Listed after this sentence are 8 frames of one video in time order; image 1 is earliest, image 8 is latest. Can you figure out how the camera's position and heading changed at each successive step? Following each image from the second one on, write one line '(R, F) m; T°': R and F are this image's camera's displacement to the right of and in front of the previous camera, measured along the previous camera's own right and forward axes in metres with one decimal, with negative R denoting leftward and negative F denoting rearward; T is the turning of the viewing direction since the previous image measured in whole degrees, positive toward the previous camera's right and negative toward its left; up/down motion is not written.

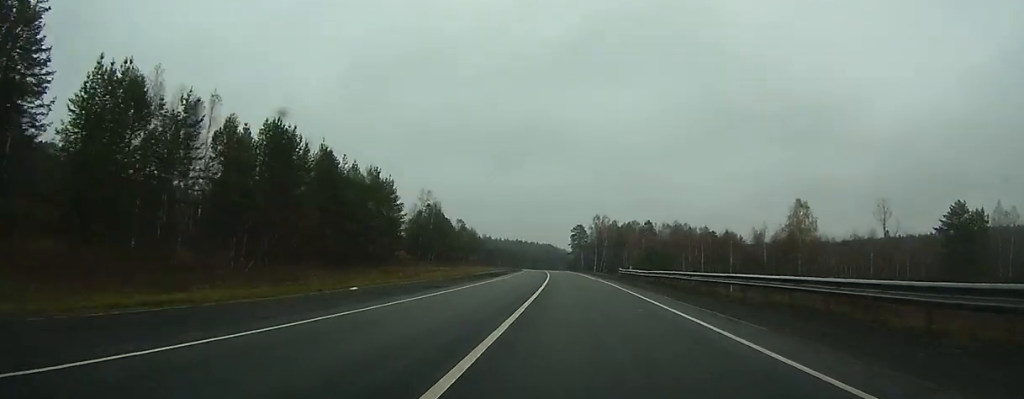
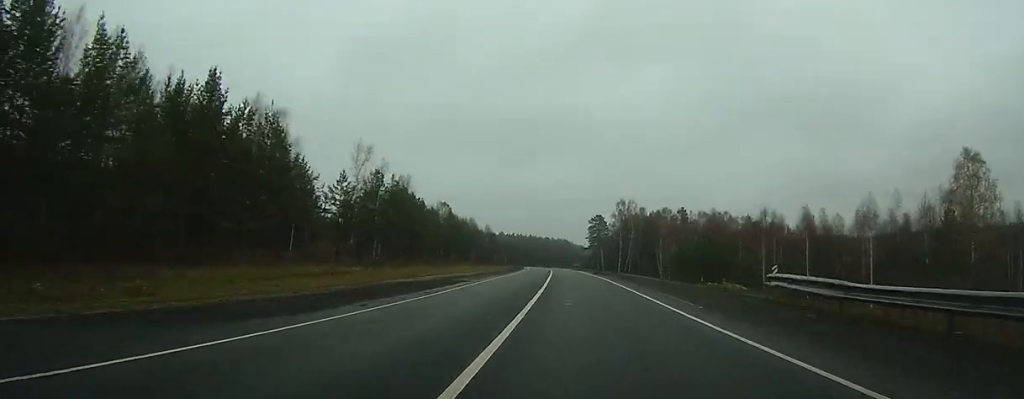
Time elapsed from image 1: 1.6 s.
(-0.7, +39.9) m; -2°
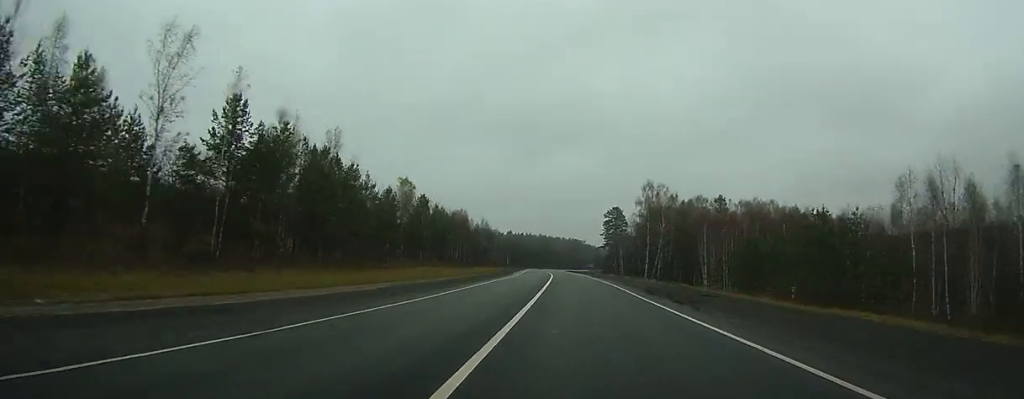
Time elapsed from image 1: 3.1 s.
(-0.5, +38.8) m; -2°
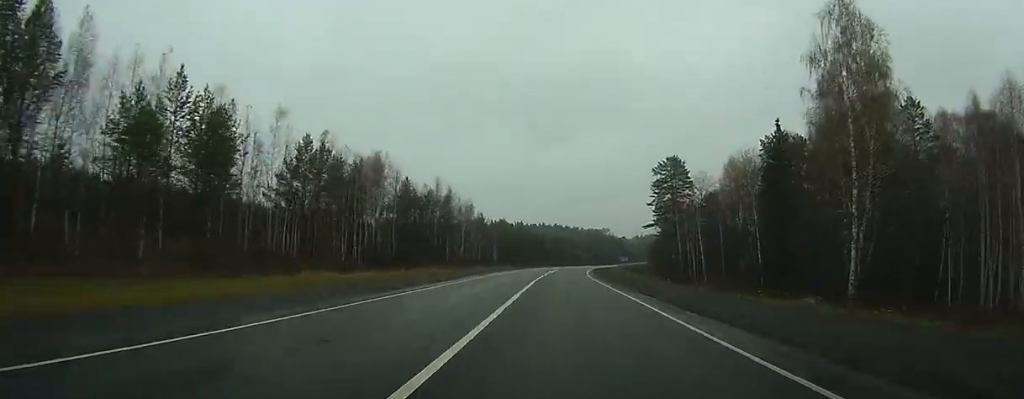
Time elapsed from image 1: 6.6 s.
(-2.7, +95.8) m; -2°
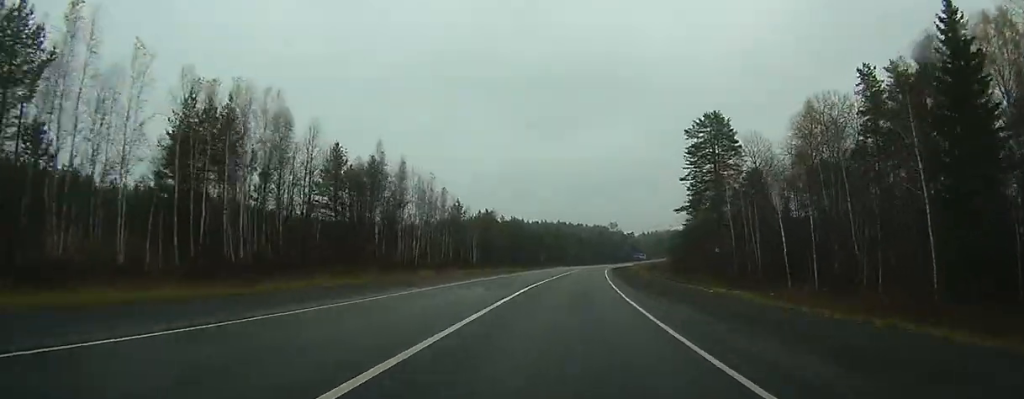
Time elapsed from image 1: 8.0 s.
(-0.2, +36.5) m; 0°
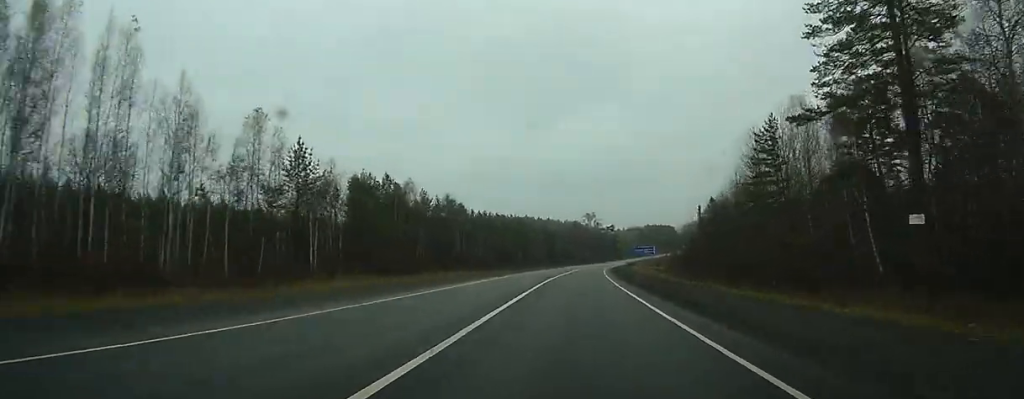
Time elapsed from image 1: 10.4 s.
(+0.7, +59.6) m; +2°
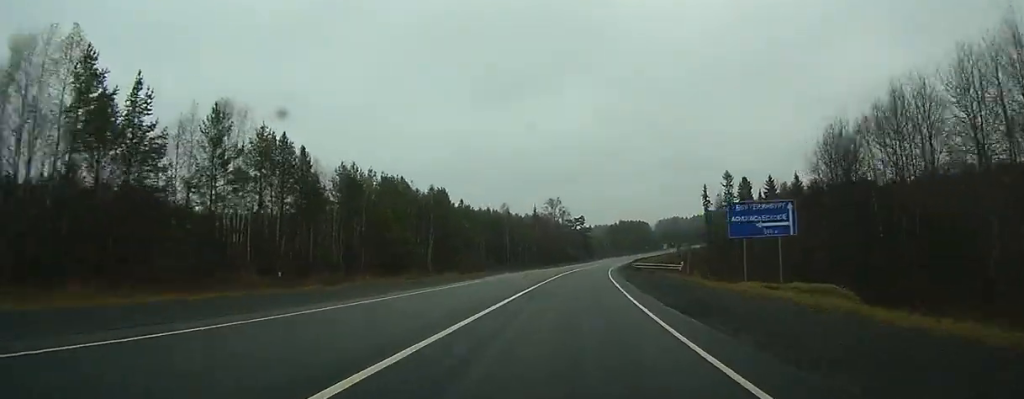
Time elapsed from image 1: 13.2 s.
(+2.0, +70.8) m; +3°
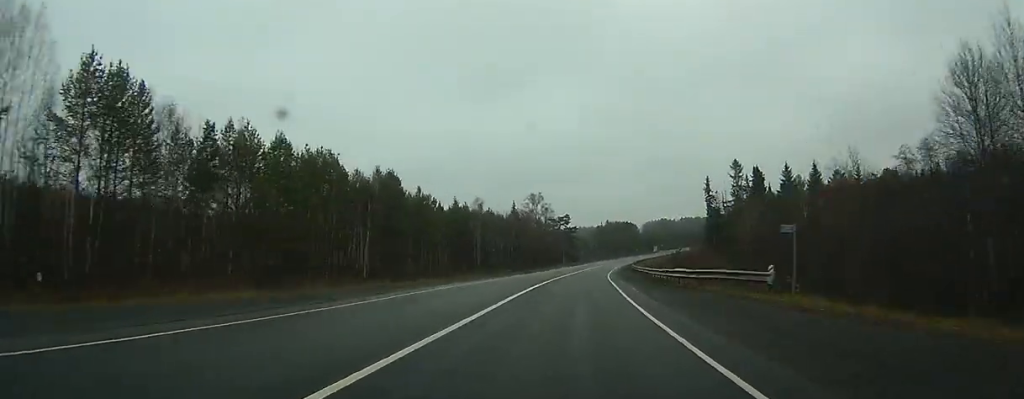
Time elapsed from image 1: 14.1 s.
(-0.2, +24.8) m; +1°
